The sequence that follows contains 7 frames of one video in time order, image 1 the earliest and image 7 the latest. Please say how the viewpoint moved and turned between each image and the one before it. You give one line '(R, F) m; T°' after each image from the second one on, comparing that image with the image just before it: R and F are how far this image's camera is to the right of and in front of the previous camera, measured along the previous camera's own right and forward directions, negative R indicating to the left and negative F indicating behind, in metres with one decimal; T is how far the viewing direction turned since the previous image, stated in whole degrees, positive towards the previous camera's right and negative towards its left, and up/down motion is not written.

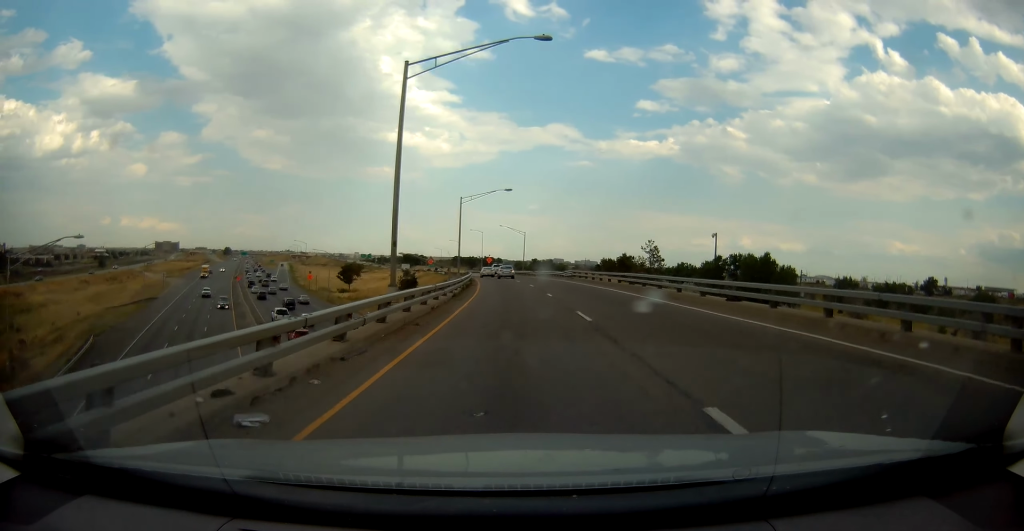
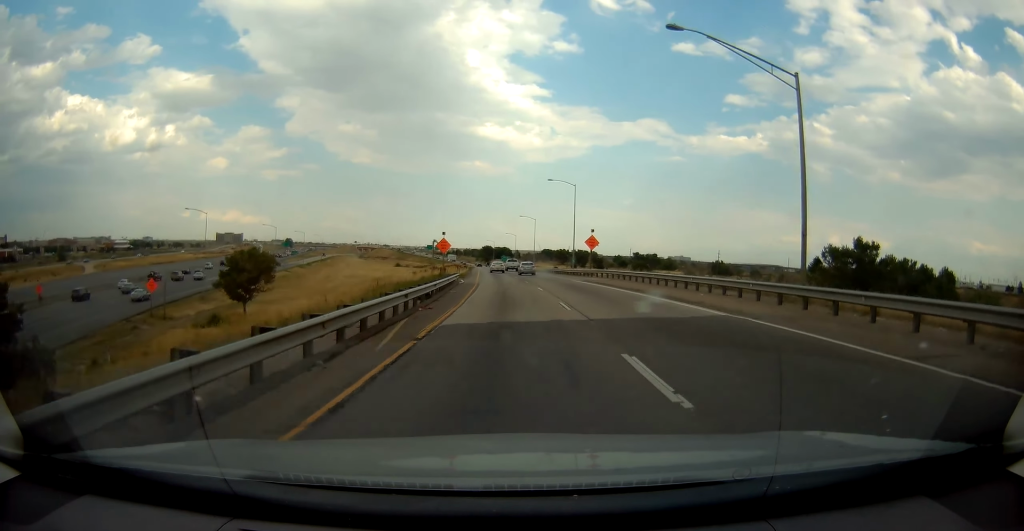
(-7.6, +93.2) m; -10°
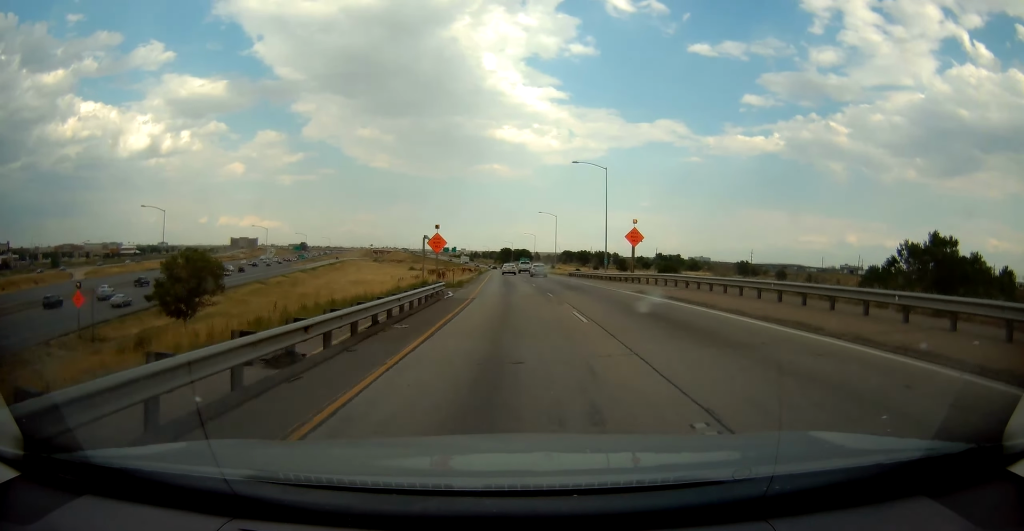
(-0.3, +15.5) m; -1°
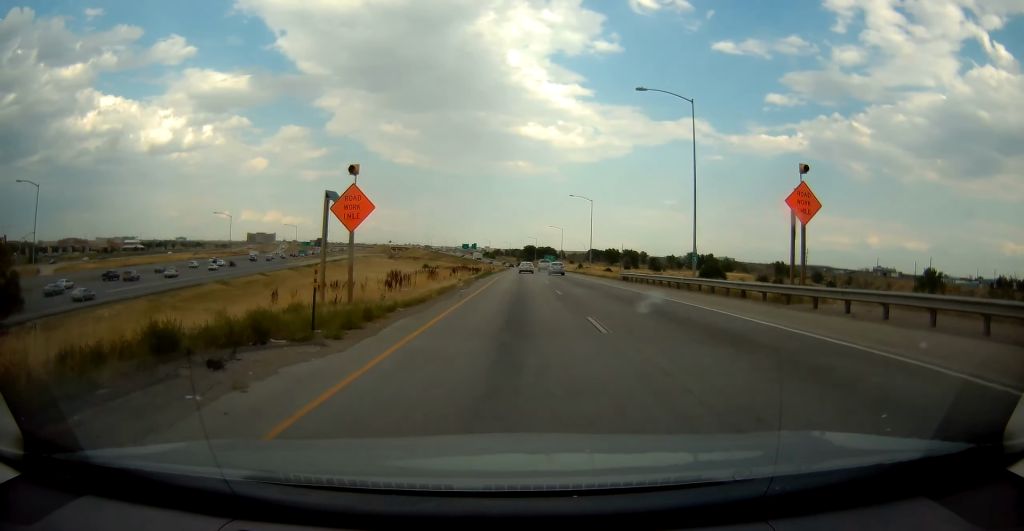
(-0.5, +27.2) m; -2°
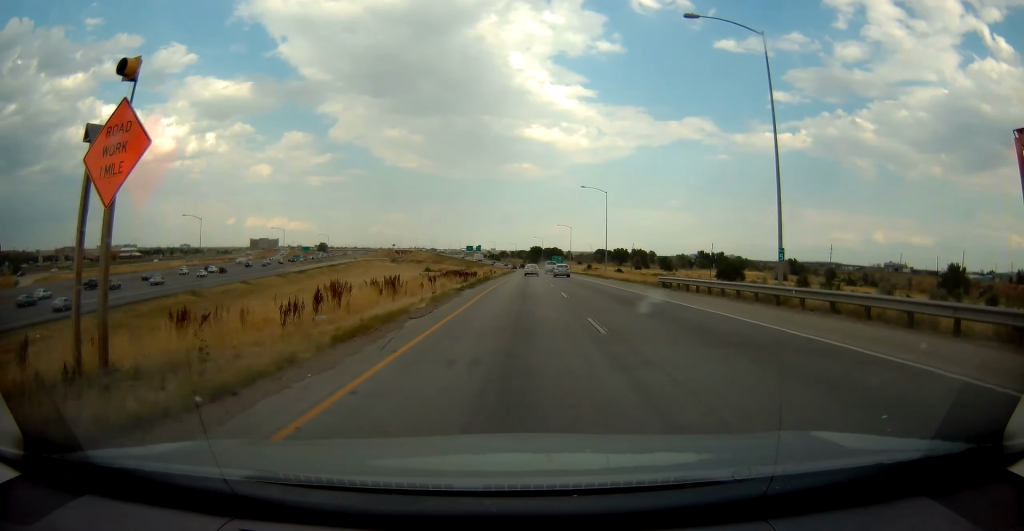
(0.0, +12.7) m; -1°
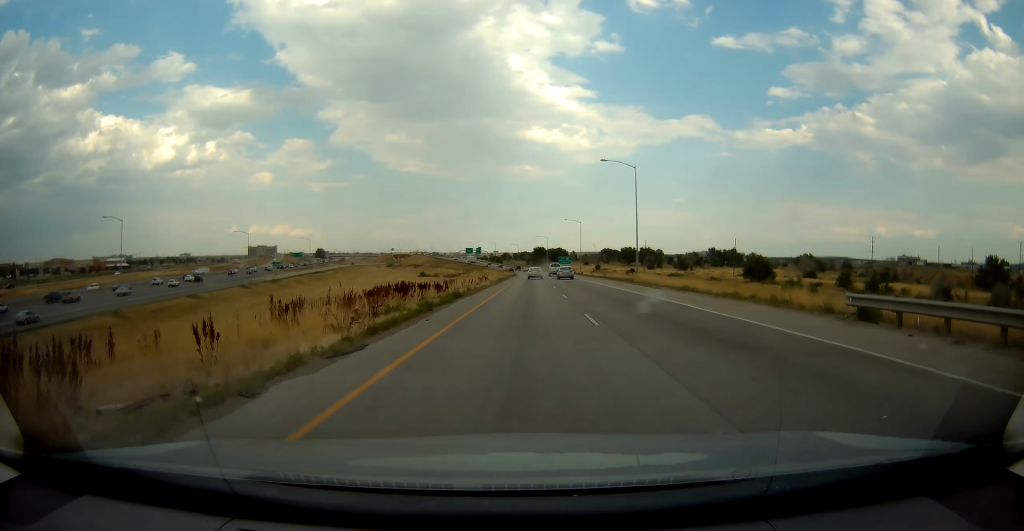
(-0.2, +22.4) m; -1°
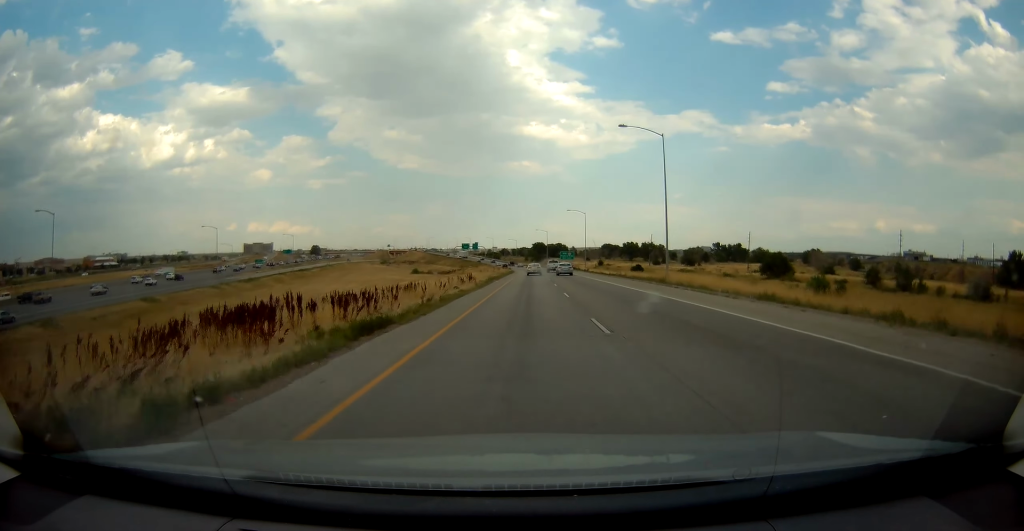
(-0.1, +14.3) m; 0°
